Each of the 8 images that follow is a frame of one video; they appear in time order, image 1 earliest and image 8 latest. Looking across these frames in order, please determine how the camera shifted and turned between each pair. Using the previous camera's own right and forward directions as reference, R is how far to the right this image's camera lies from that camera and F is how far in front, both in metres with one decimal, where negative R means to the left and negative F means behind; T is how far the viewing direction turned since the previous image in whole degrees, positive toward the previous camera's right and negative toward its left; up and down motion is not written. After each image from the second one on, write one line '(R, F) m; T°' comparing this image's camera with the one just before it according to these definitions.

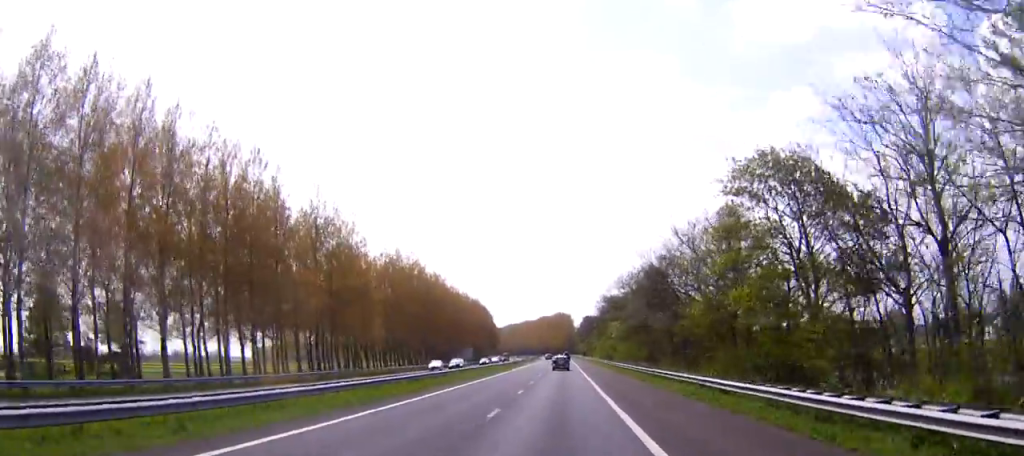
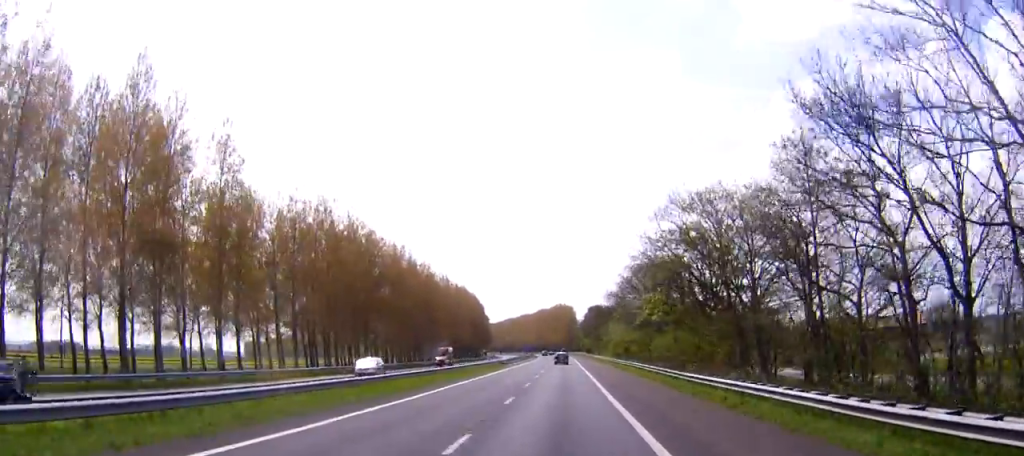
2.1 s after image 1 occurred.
(-0.5, +43.8) m; -1°
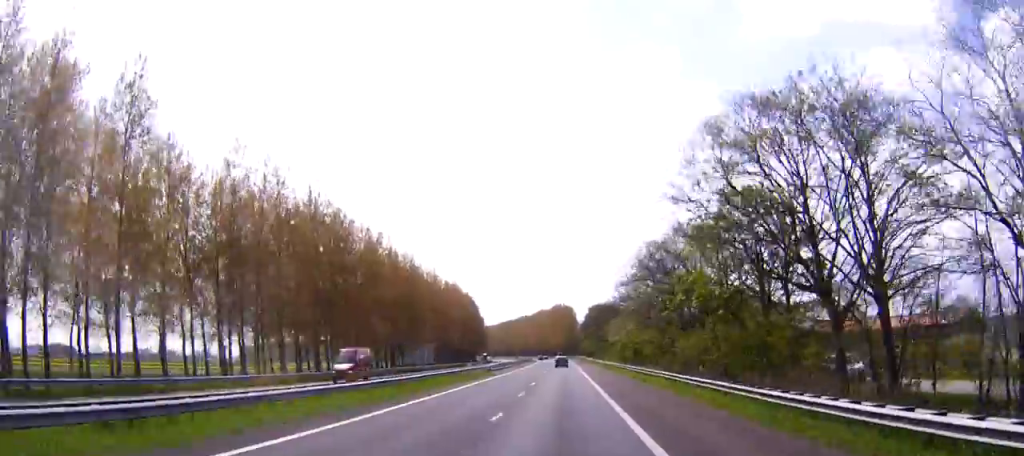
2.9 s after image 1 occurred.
(0.0, +16.8) m; 0°
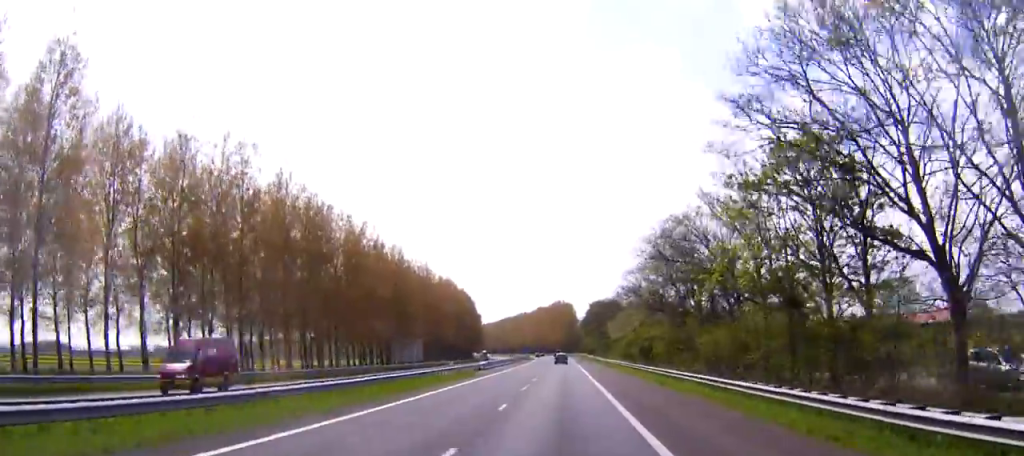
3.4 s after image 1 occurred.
(0.0, +9.8) m; 0°
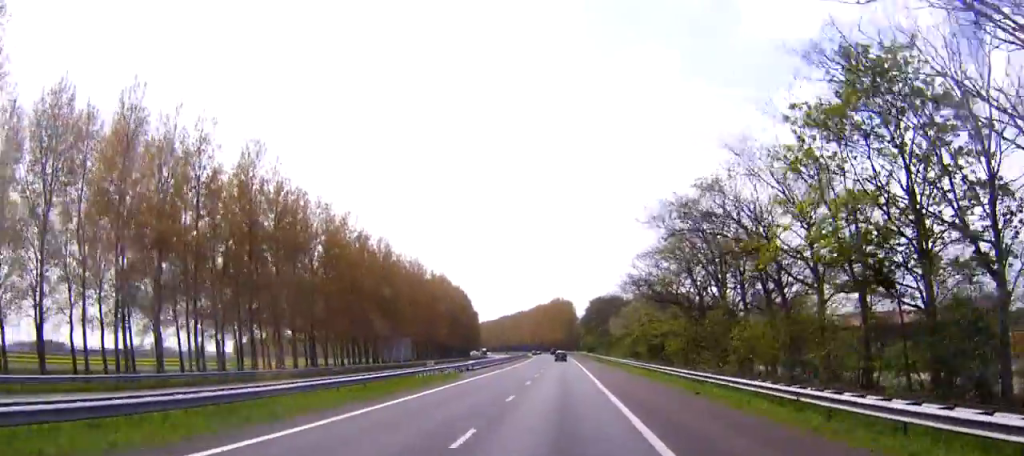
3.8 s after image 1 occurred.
(0.0, +9.1) m; 0°
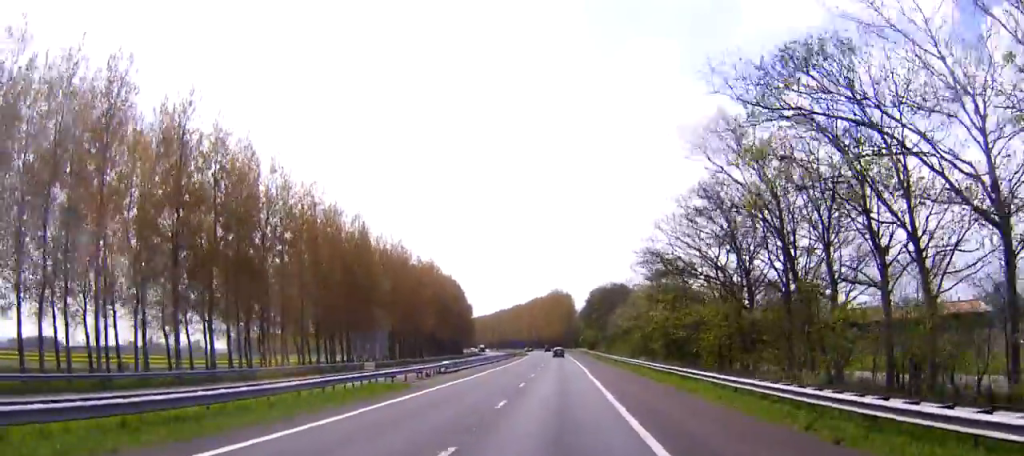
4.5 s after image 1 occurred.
(0.0, +14.7) m; 0°
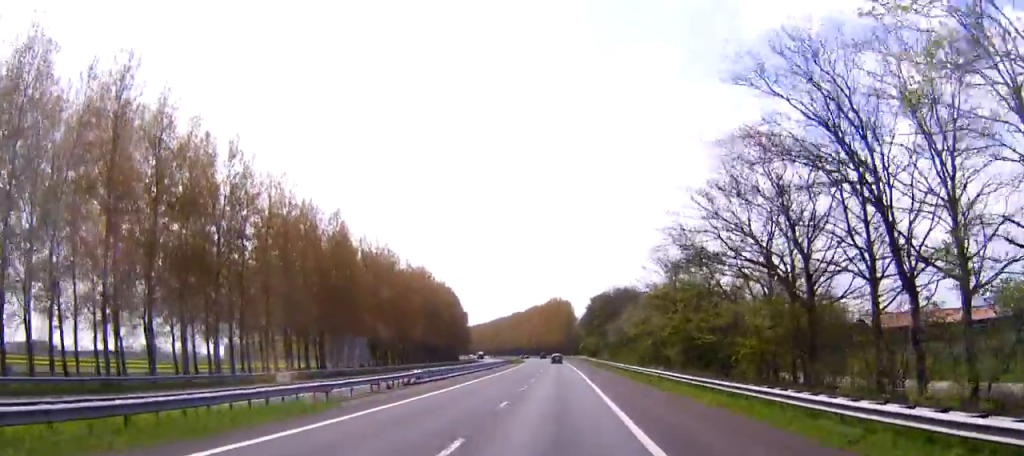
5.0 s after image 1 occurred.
(+0.1, +10.5) m; 0°
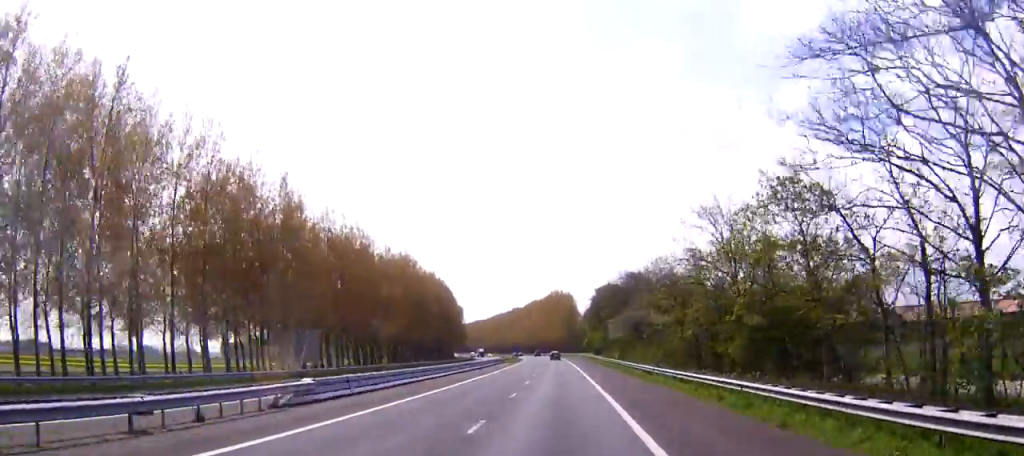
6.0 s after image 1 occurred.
(0.0, +20.2) m; 0°
